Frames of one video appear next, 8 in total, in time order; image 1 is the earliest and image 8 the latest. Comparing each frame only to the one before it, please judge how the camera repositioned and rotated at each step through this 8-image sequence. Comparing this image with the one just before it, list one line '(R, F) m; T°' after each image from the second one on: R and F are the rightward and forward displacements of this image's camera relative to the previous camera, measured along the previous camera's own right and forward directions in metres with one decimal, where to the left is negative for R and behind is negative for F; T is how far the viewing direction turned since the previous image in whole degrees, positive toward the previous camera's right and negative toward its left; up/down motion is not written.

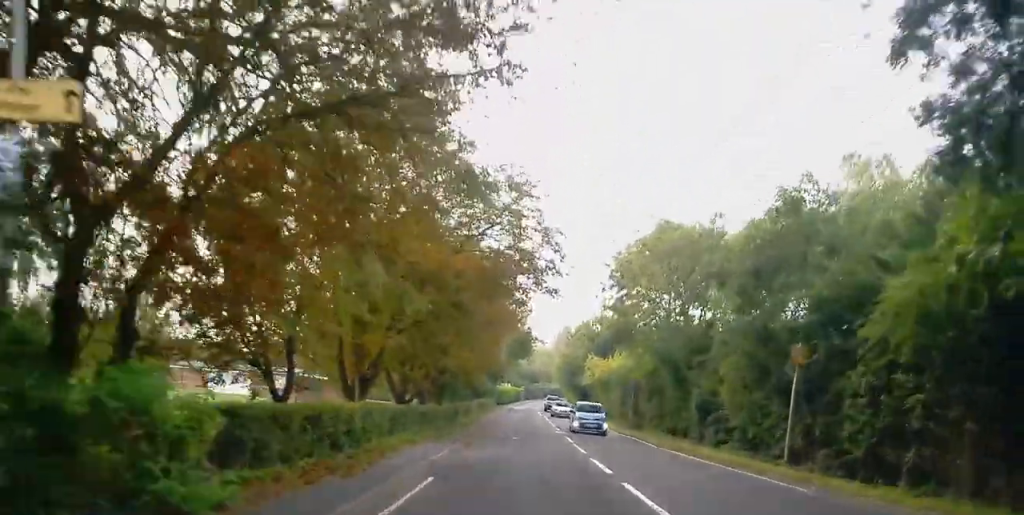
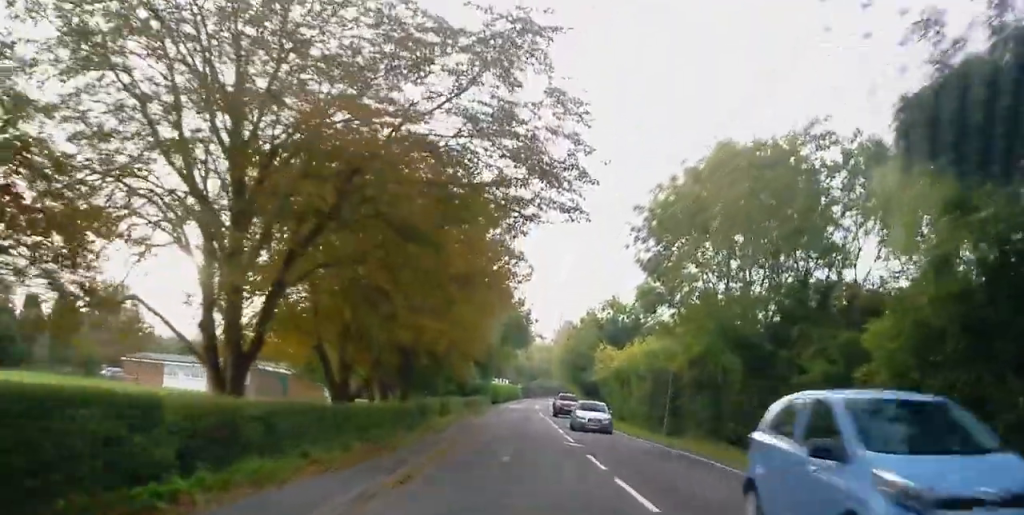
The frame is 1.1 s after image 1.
(+0.4, +11.8) m; +2°
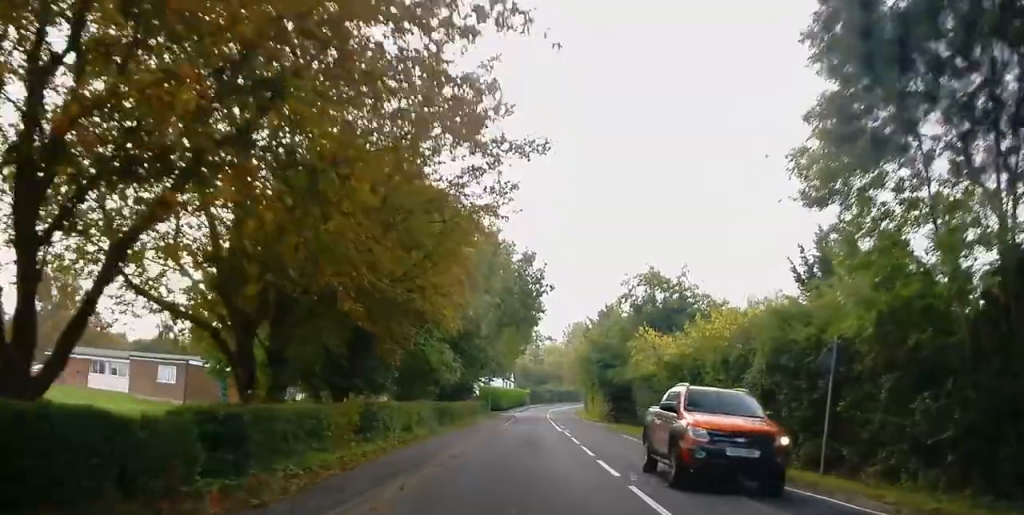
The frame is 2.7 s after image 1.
(0.0, +17.3) m; -2°
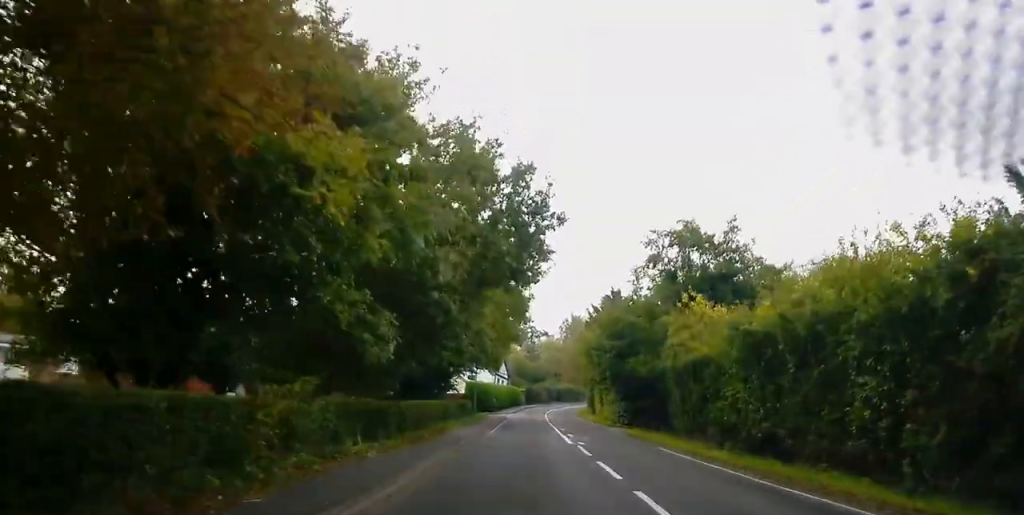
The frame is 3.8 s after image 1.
(-0.2, +12.7) m; +2°
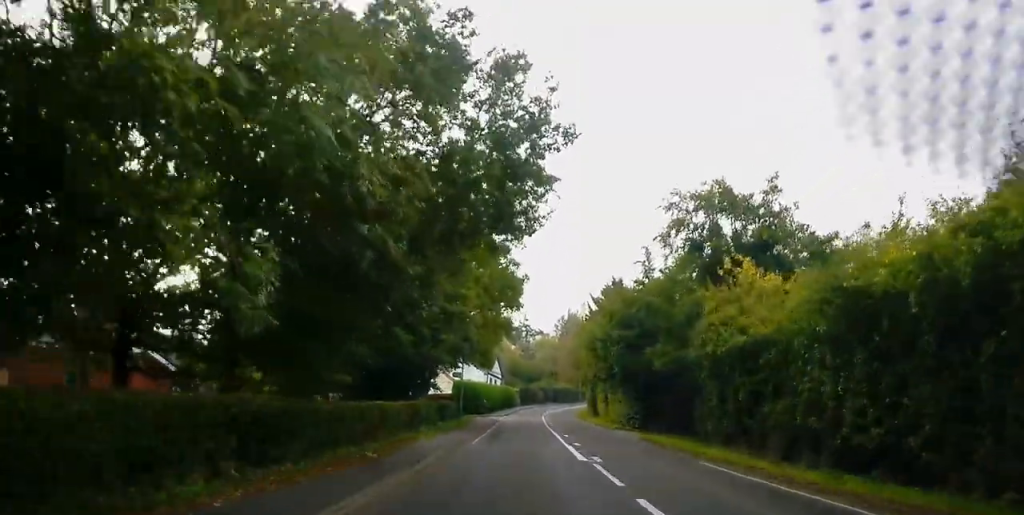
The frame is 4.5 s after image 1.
(+0.4, +7.1) m; 0°
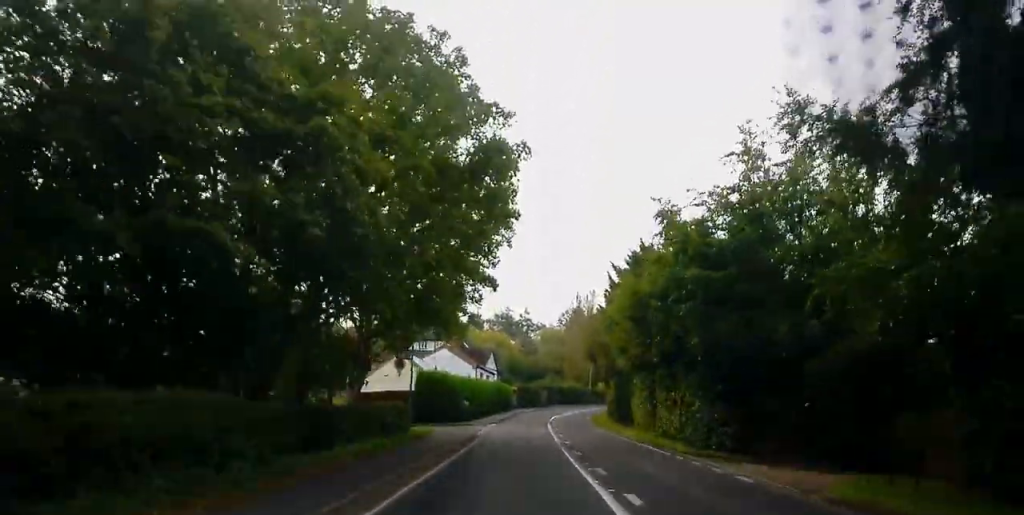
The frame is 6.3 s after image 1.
(-0.4, +20.2) m; -1°
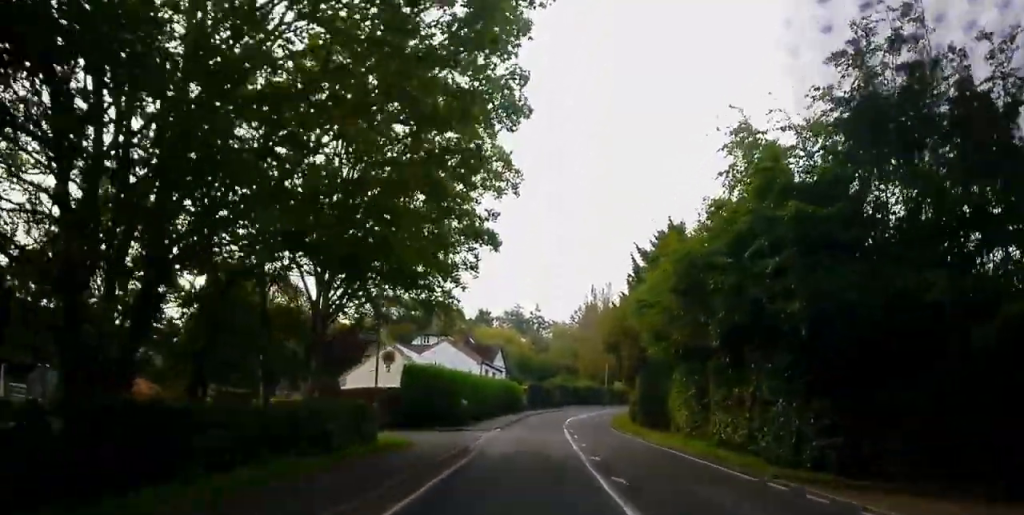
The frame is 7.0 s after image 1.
(+0.1, +8.0) m; 0°
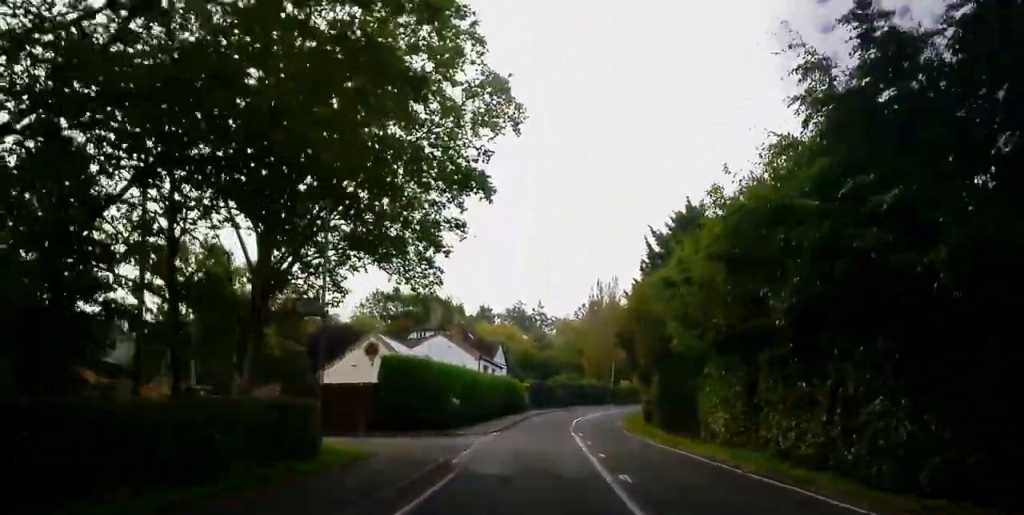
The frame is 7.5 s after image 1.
(-0.1, +5.4) m; 0°
